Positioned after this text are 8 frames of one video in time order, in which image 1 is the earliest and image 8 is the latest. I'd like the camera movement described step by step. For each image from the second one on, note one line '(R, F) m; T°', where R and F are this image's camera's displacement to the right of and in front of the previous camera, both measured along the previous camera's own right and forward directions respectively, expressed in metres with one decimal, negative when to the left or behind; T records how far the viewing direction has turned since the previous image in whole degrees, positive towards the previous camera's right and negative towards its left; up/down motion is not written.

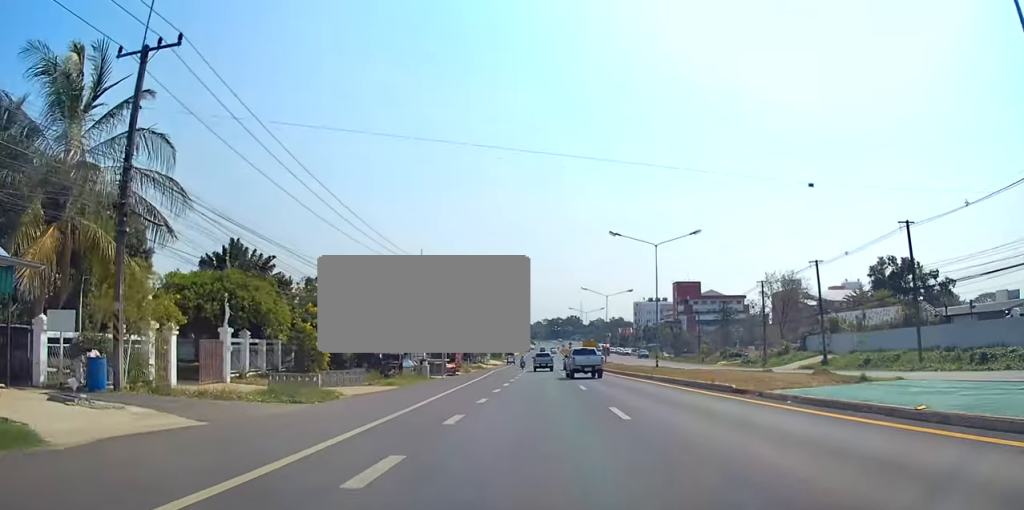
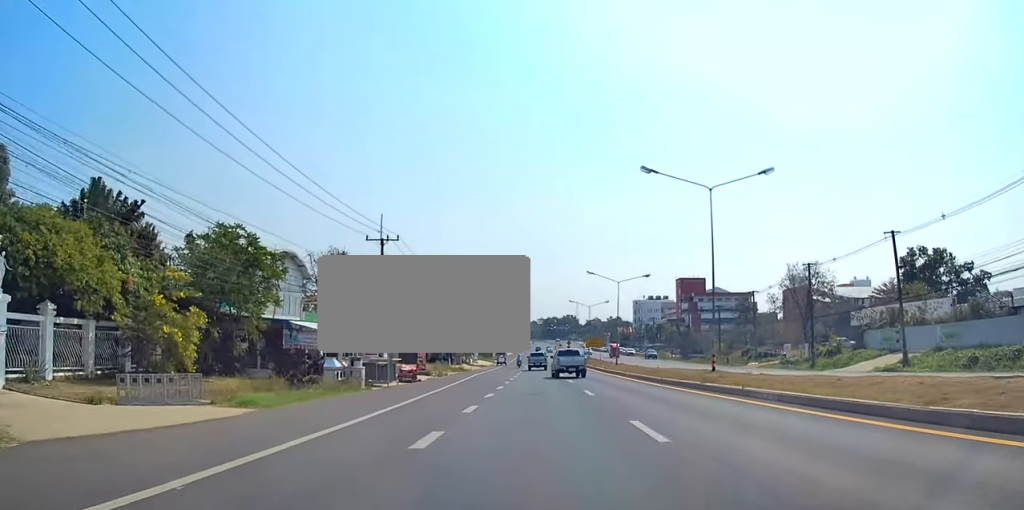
(+0.2, +15.2) m; +1°
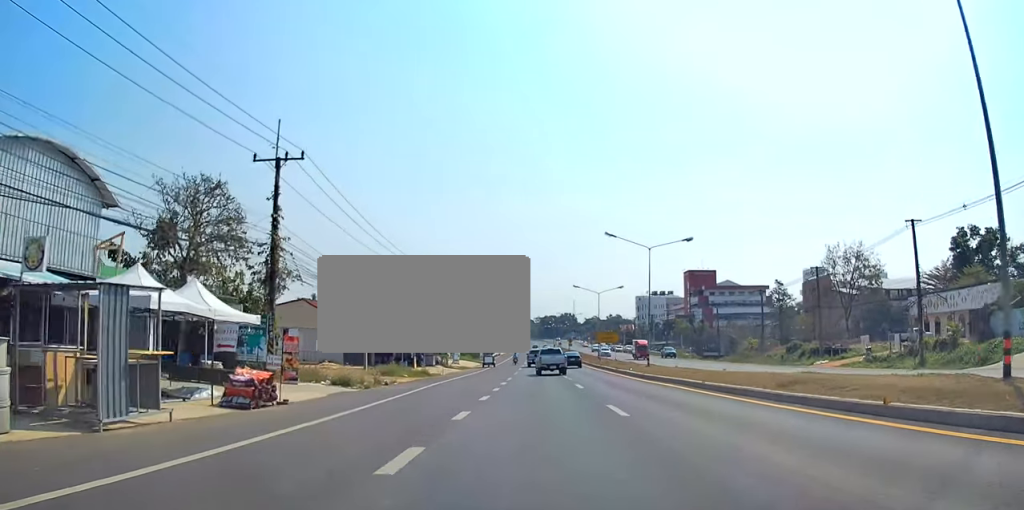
(0.0, +20.8) m; 0°
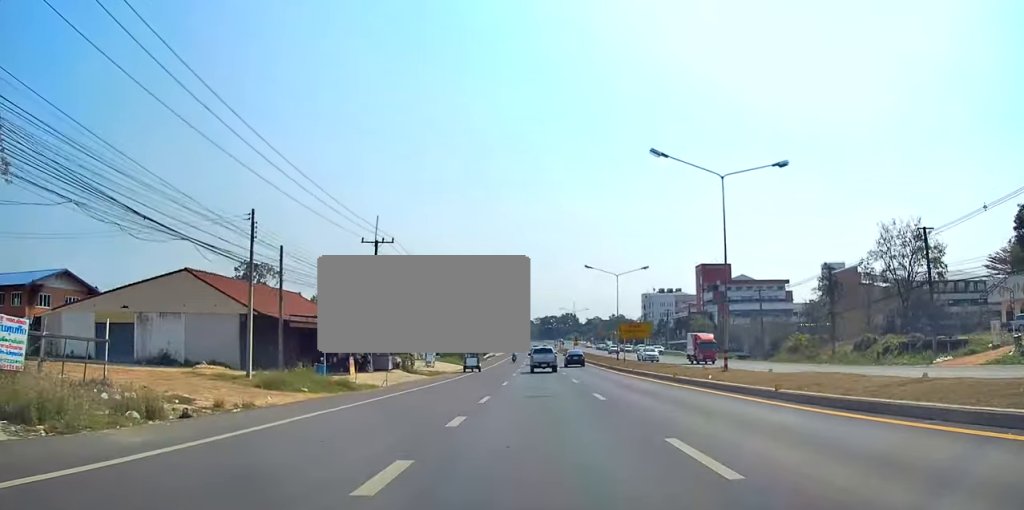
(0.0, +17.9) m; +1°
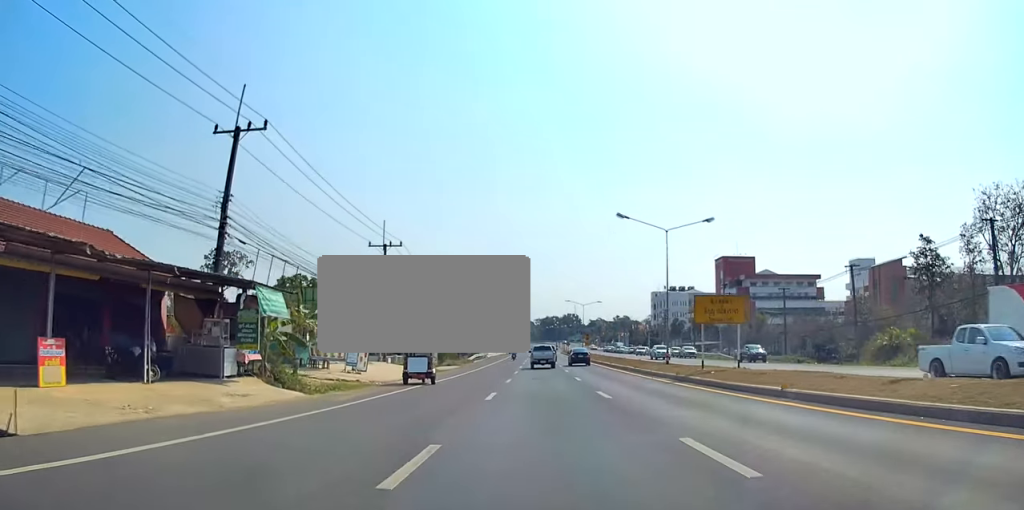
(+0.1, +23.9) m; 0°
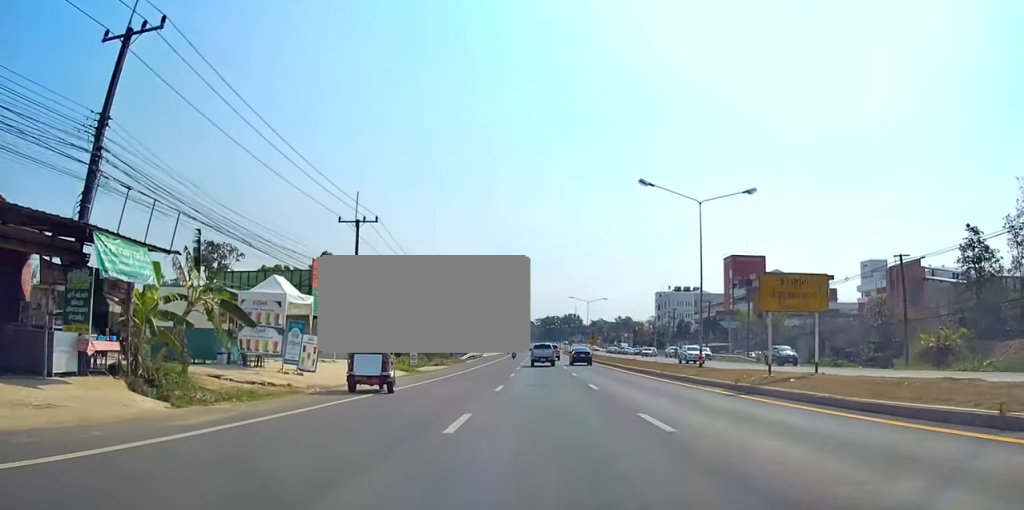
(-0.1, +7.7) m; 0°
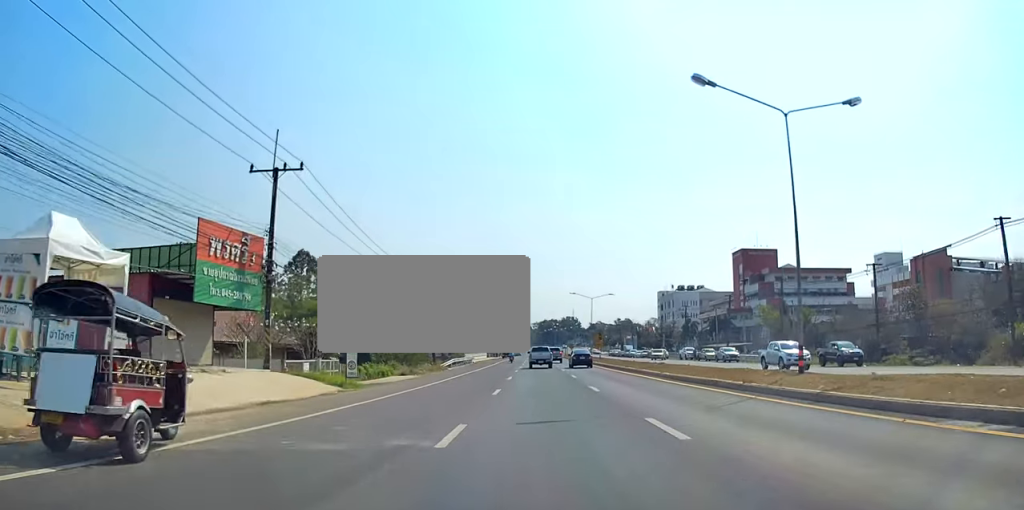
(0.0, +13.3) m; 0°
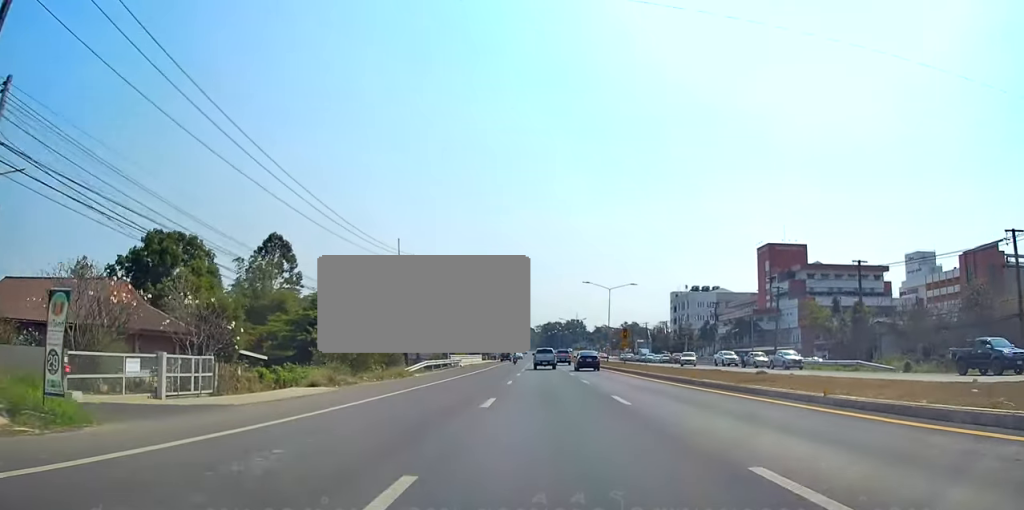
(+0.1, +16.7) m; 0°
